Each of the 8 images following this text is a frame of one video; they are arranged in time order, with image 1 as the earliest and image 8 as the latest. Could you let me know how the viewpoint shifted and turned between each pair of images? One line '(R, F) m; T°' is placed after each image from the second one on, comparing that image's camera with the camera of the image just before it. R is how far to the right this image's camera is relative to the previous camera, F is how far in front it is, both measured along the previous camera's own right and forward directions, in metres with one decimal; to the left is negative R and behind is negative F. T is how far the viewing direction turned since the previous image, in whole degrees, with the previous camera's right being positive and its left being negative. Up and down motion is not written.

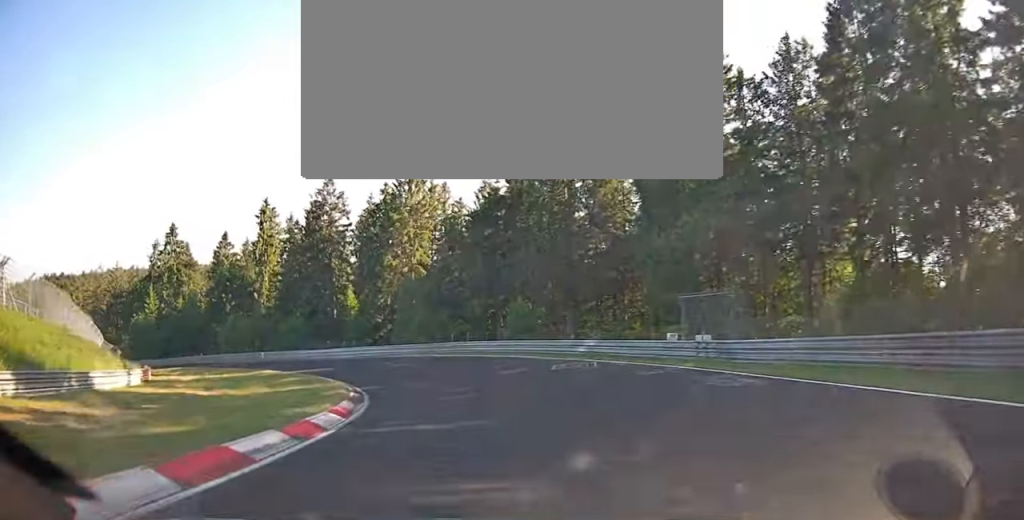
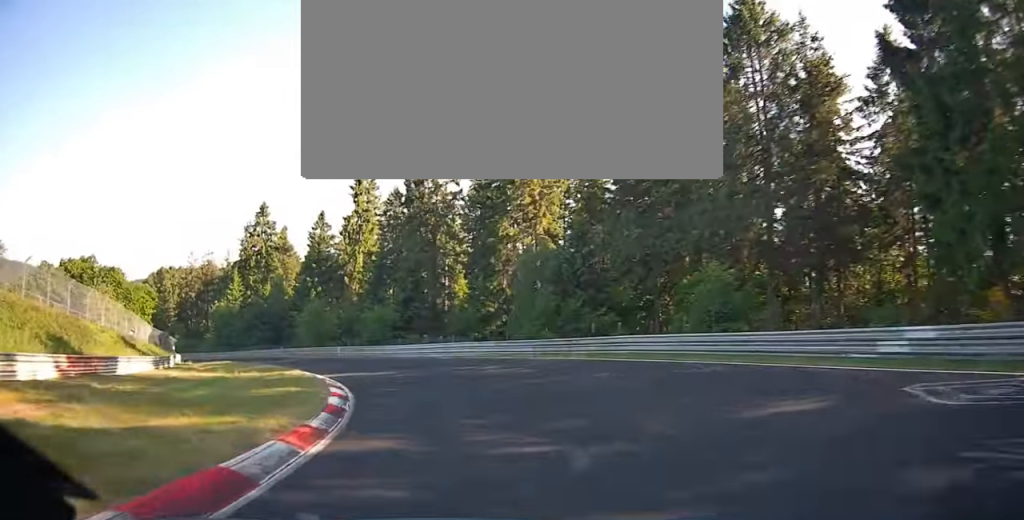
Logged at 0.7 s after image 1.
(-0.5, +18.7) m; -17°
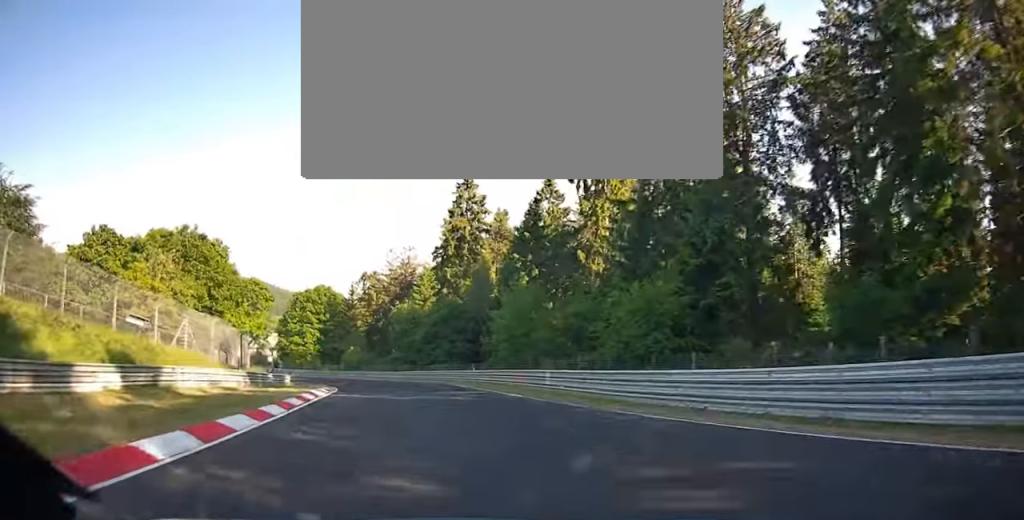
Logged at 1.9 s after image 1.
(-10.9, +34.0) m; -25°
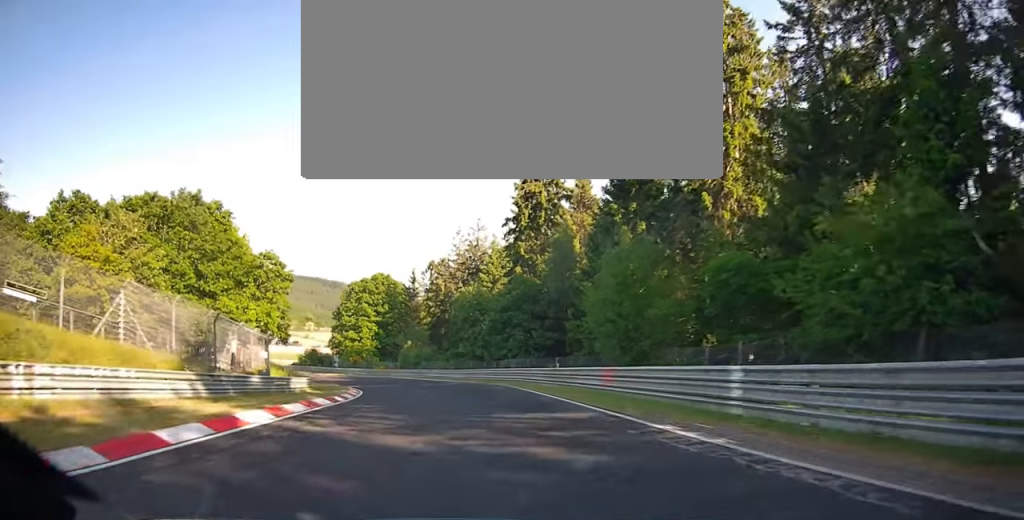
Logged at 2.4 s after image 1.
(-0.9, +14.6) m; -7°
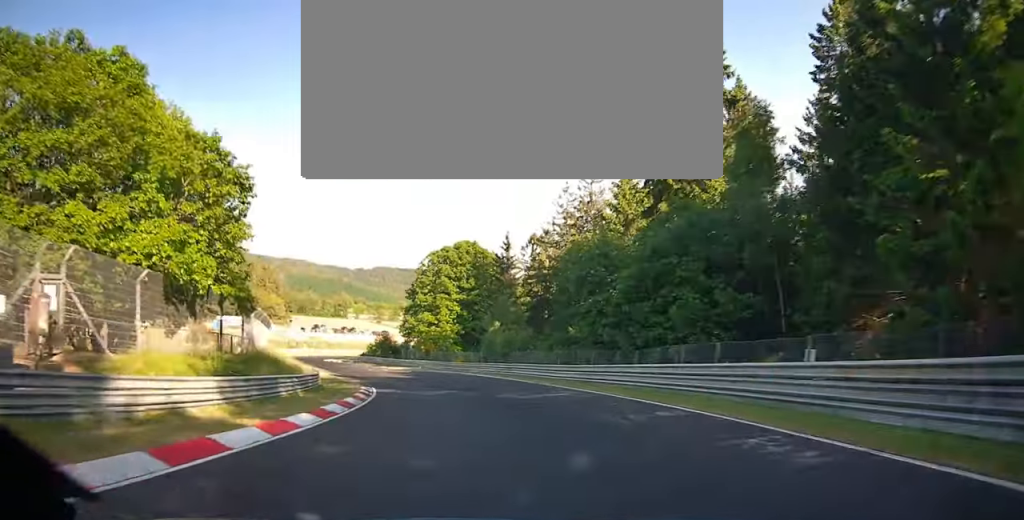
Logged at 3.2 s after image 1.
(-2.4, +23.8) m; -13°
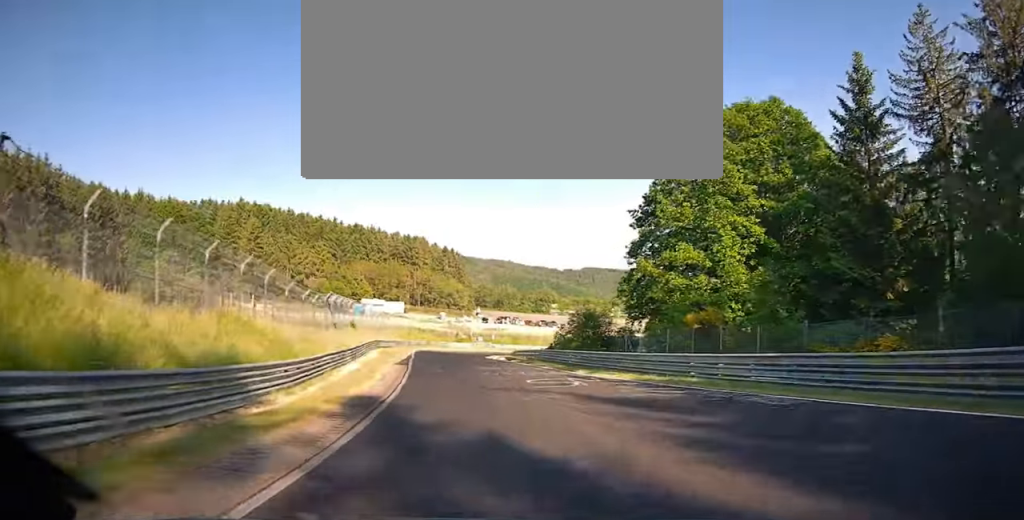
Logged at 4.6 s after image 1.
(-9.2, +42.5) m; -16°
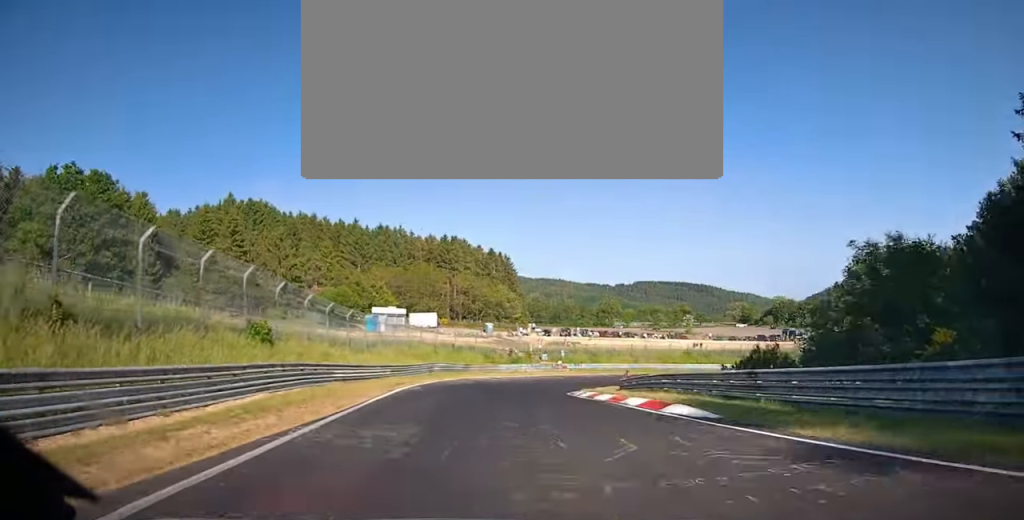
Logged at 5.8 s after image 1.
(+1.4, +33.7) m; +4°
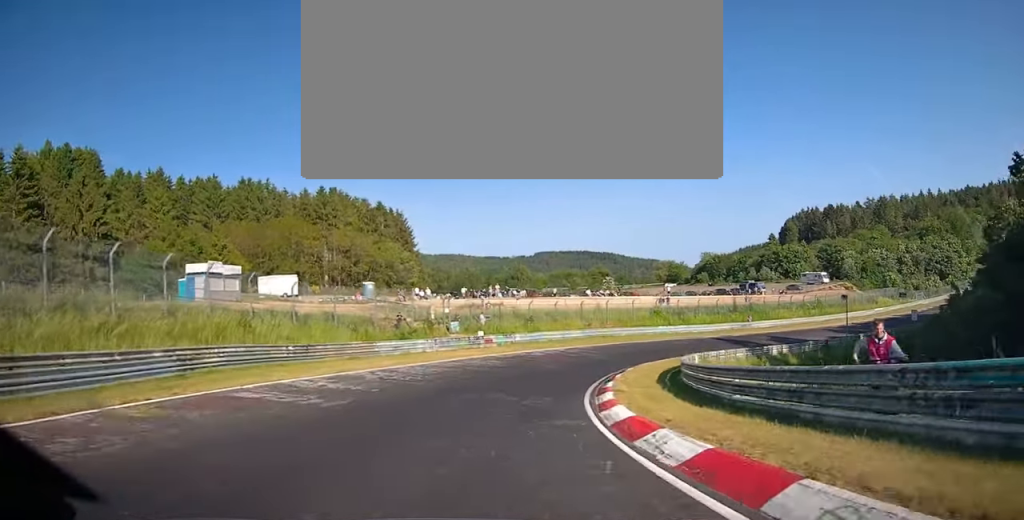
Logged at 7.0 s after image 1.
(+2.1, +29.9) m; +15°
